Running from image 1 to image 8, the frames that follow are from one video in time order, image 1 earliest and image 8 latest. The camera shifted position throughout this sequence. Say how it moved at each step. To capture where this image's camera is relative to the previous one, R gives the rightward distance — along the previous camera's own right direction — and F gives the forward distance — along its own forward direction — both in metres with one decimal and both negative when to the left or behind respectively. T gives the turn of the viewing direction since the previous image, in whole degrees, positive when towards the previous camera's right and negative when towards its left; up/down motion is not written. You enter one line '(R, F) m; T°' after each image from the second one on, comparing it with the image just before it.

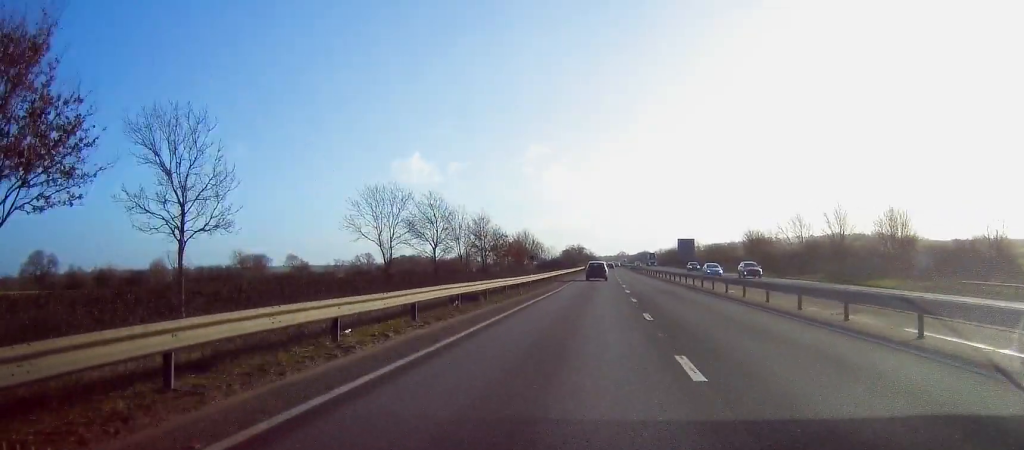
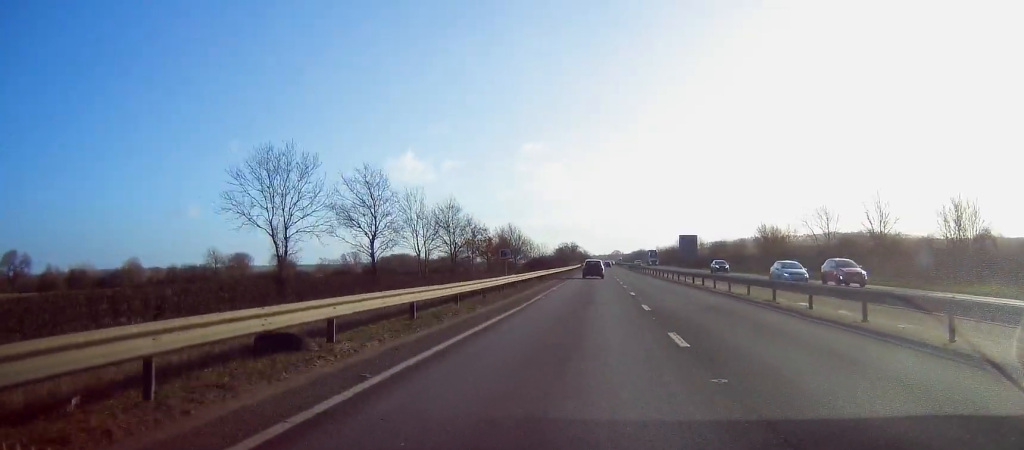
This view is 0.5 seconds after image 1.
(+0.1, +15.5) m; 0°
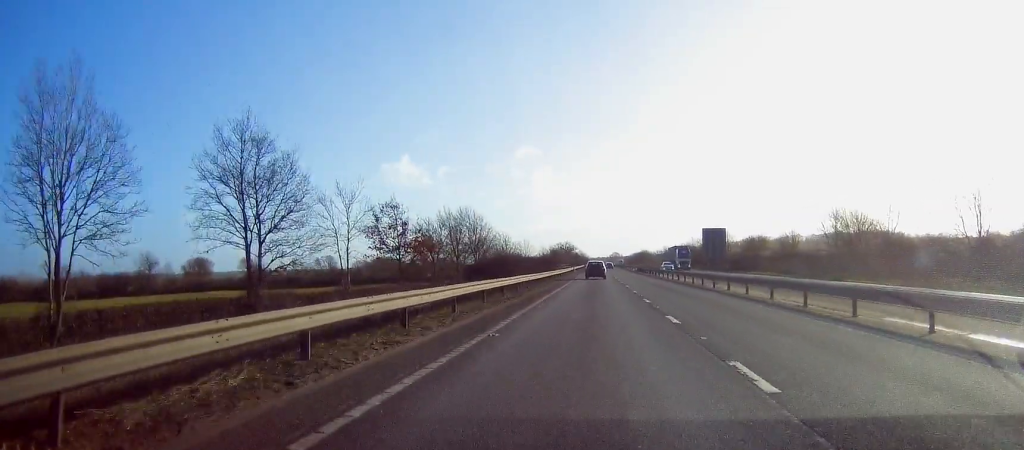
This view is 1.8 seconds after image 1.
(-0.2, +41.4) m; -1°
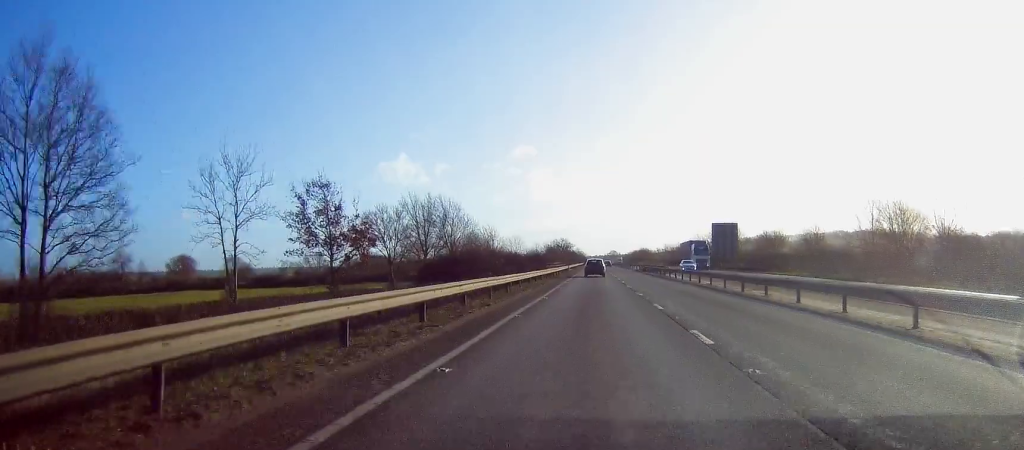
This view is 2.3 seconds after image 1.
(-0.3, +13.5) m; 0°
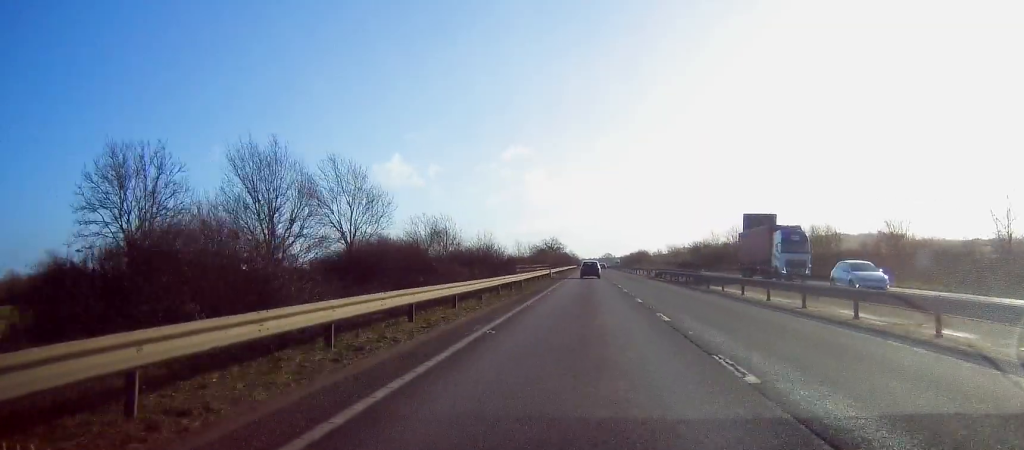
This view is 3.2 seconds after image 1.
(+0.4, +30.0) m; +1°
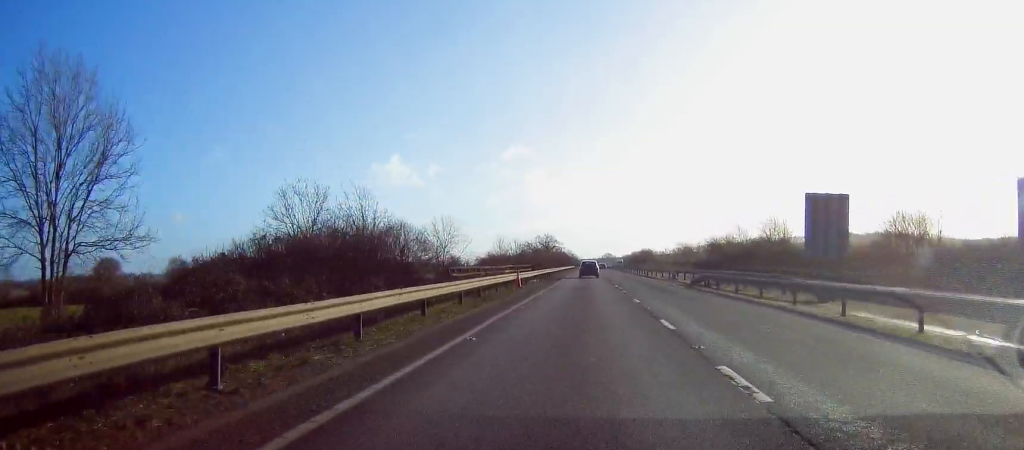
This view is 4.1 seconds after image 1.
(+0.2, +28.0) m; 0°
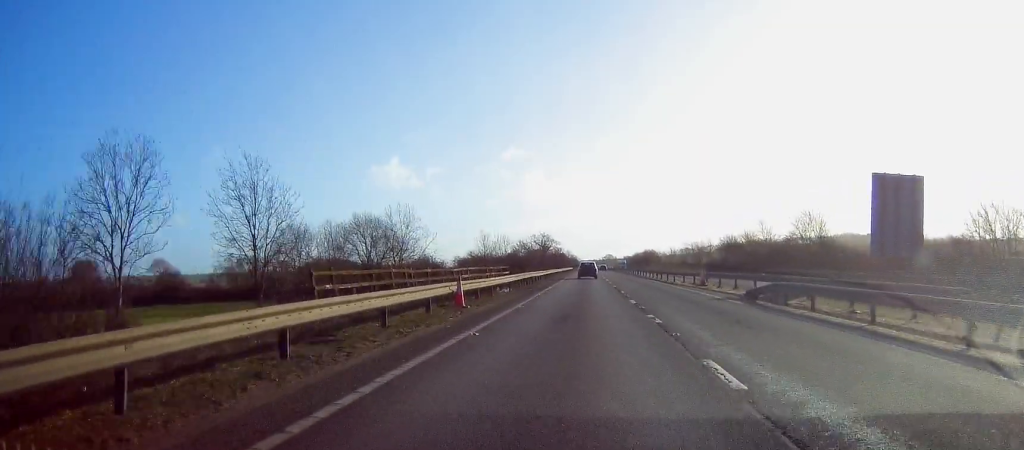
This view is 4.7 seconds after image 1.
(-0.2, +16.6) m; -1°
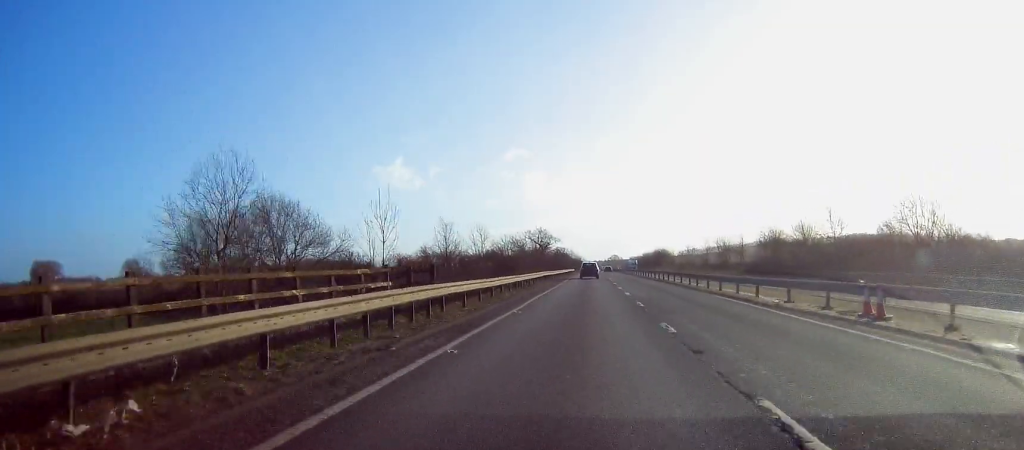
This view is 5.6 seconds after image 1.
(0.0, +29.0) m; 0°
